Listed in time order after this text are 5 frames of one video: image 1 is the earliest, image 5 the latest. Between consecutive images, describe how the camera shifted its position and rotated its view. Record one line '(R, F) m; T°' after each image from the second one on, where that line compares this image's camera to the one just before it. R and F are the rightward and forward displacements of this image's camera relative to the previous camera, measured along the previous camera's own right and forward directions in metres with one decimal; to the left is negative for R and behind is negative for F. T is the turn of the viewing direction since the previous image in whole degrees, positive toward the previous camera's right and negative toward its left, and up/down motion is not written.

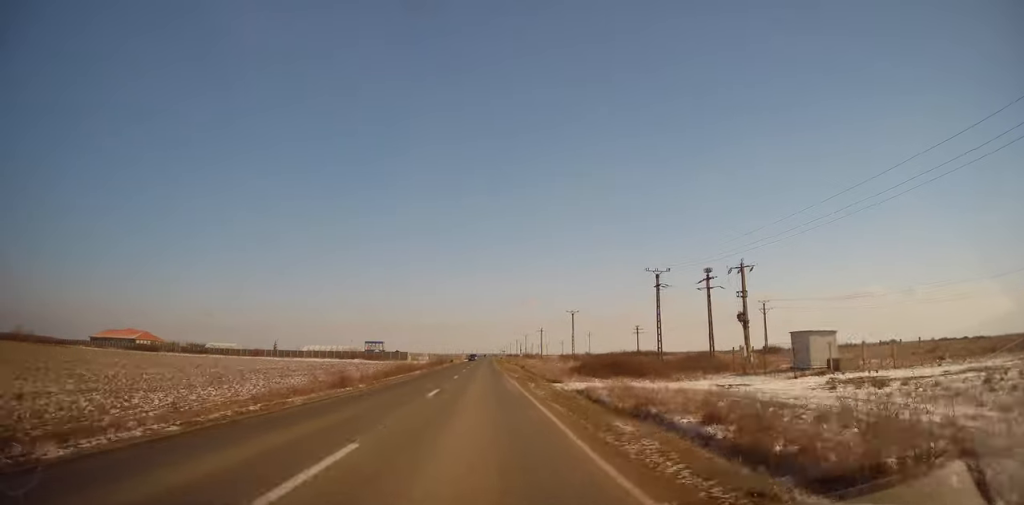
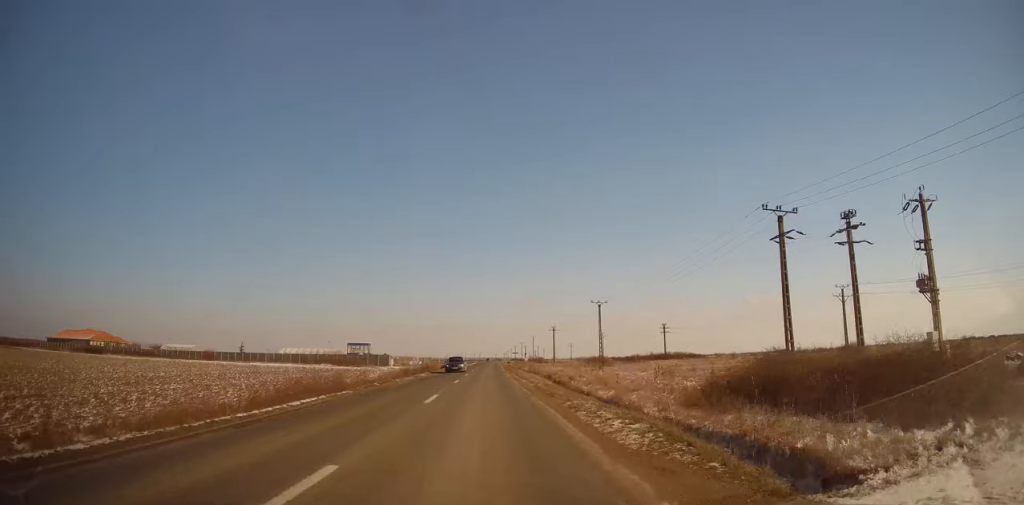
(0.0, +25.0) m; 0°
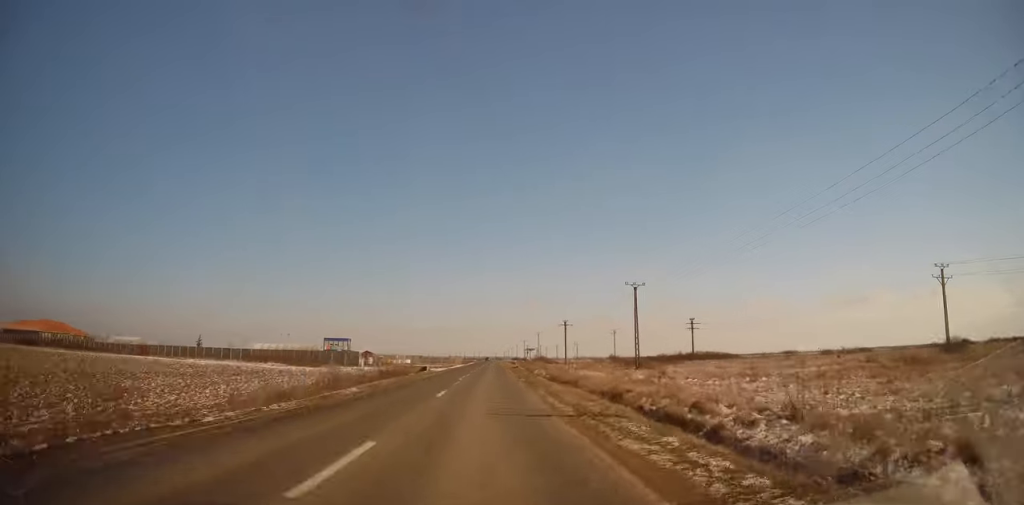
(0.0, +21.9) m; -1°
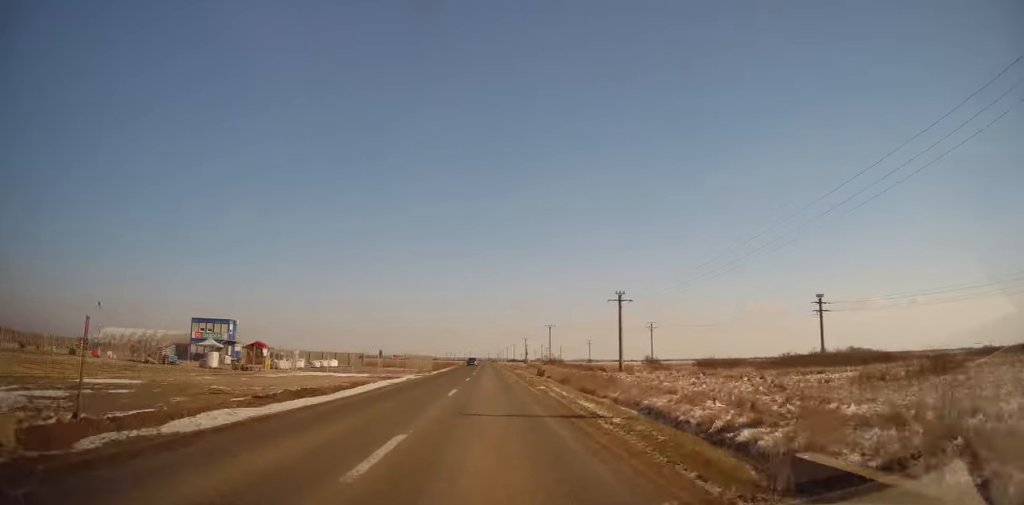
(+0.4, +58.7) m; +1°
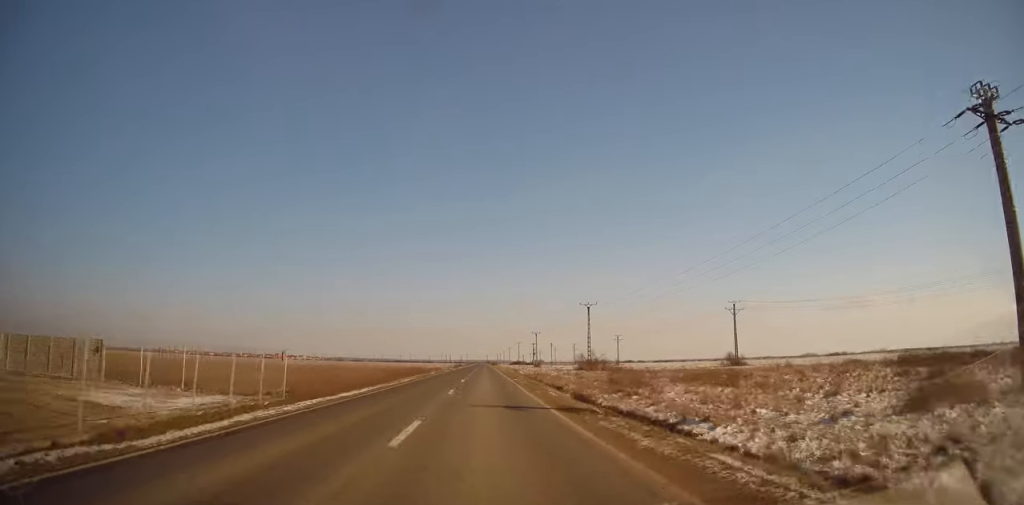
(+0.3, +57.7) m; +1°
